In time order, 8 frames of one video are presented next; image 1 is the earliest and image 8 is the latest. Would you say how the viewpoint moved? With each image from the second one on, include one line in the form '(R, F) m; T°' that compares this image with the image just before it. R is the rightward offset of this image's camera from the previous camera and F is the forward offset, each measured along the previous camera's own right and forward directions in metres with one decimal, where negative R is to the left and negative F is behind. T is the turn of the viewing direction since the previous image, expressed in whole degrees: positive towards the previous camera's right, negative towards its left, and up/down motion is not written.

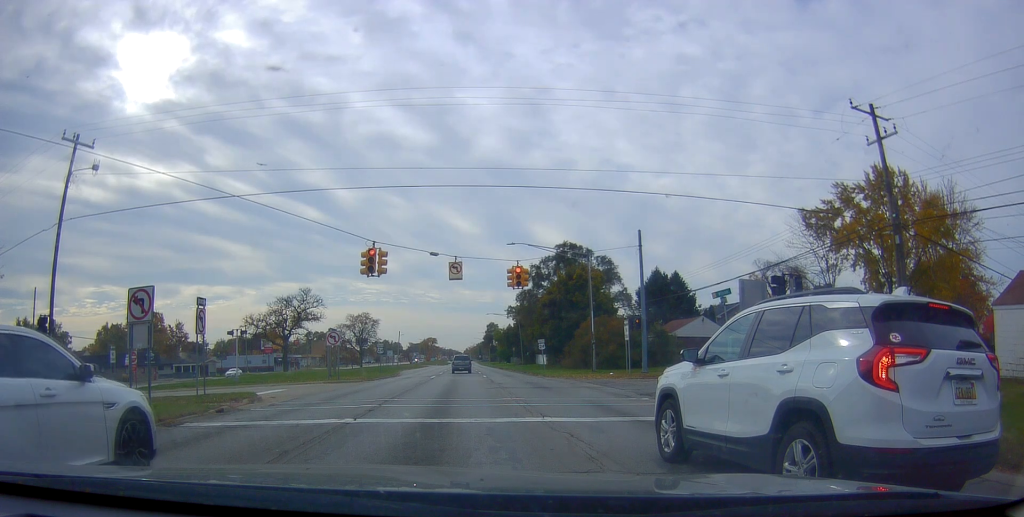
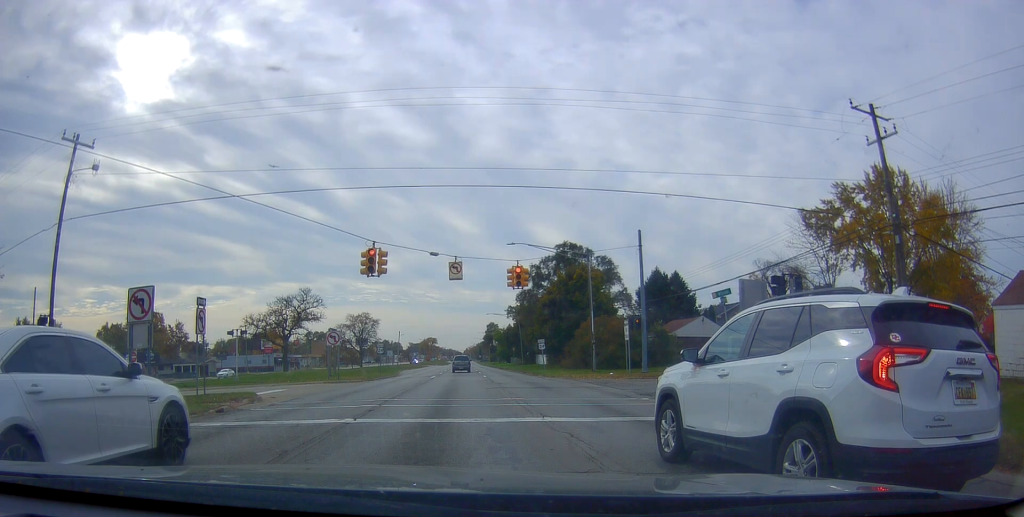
(0.0, 0.0) m; 0°
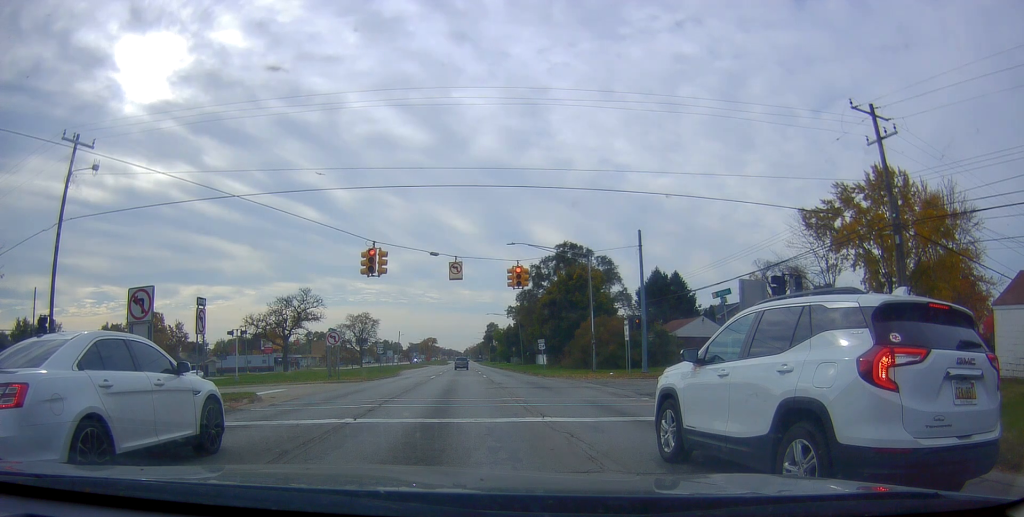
(0.0, 0.0) m; 0°
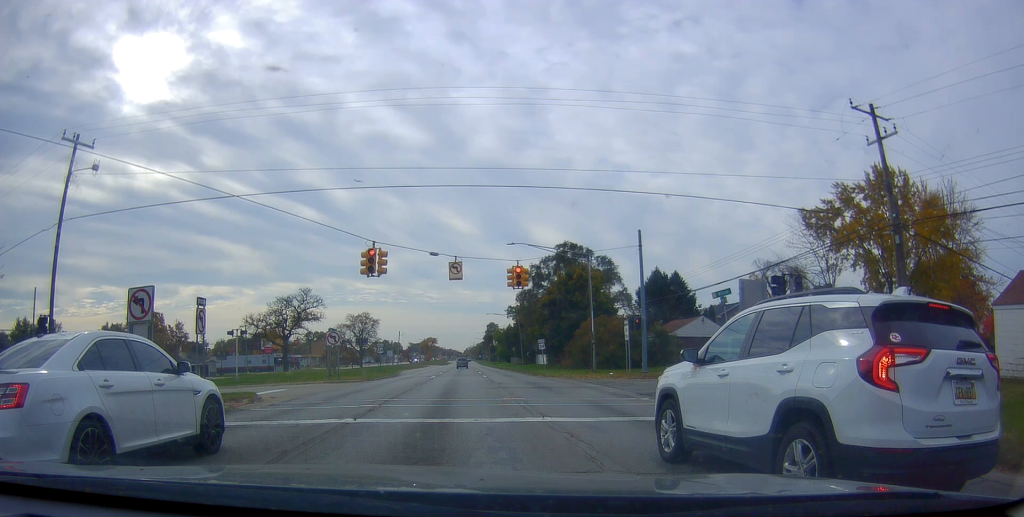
(0.0, 0.0) m; 0°
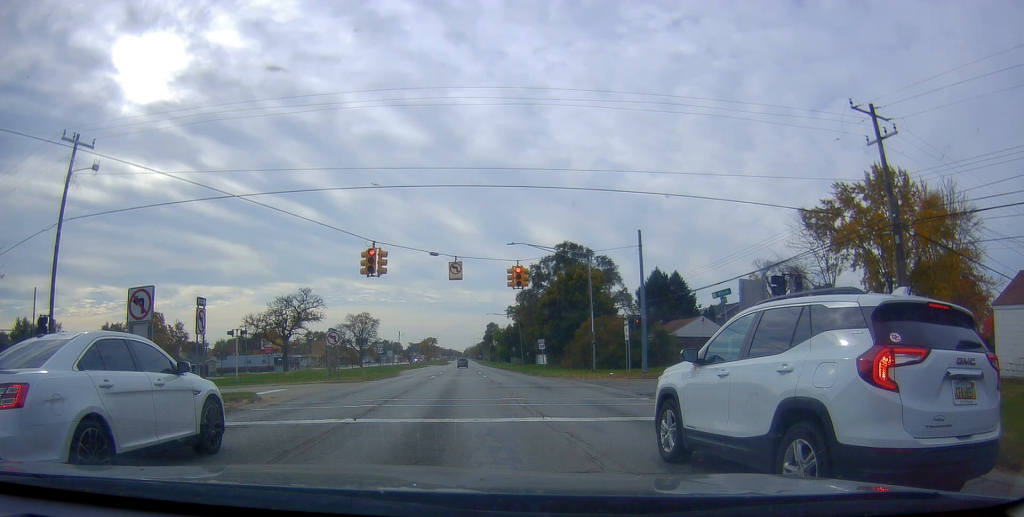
(0.0, 0.0) m; 0°
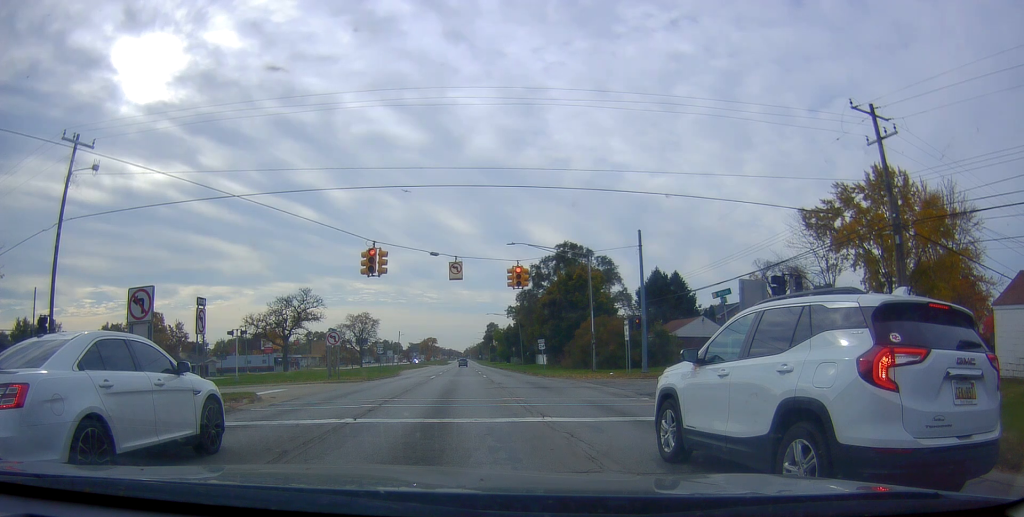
(0.0, 0.0) m; 0°
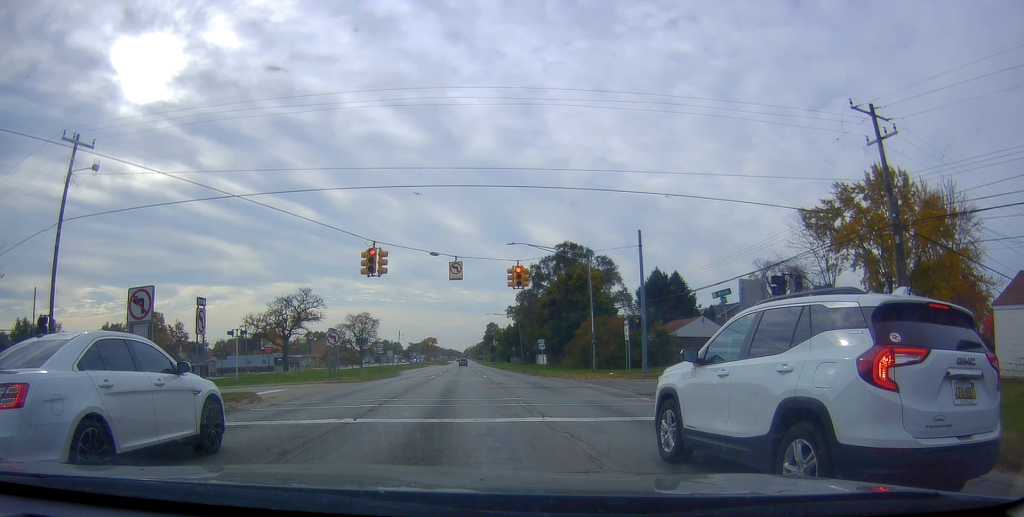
(0.0, 0.0) m; 0°
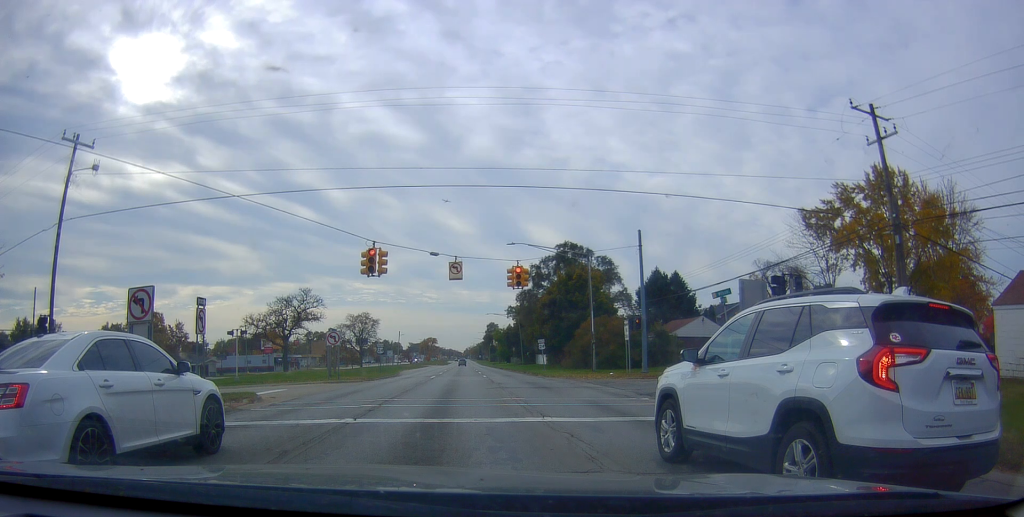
(0.0, 0.0) m; 0°
